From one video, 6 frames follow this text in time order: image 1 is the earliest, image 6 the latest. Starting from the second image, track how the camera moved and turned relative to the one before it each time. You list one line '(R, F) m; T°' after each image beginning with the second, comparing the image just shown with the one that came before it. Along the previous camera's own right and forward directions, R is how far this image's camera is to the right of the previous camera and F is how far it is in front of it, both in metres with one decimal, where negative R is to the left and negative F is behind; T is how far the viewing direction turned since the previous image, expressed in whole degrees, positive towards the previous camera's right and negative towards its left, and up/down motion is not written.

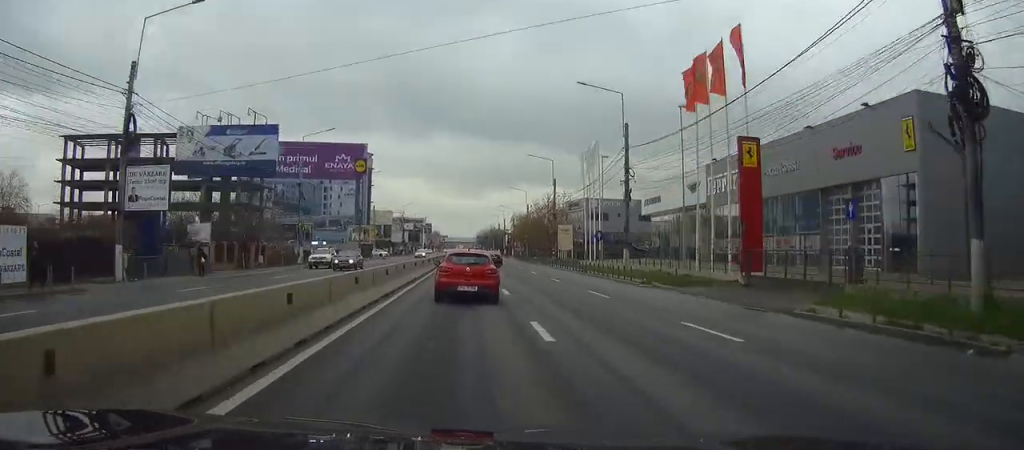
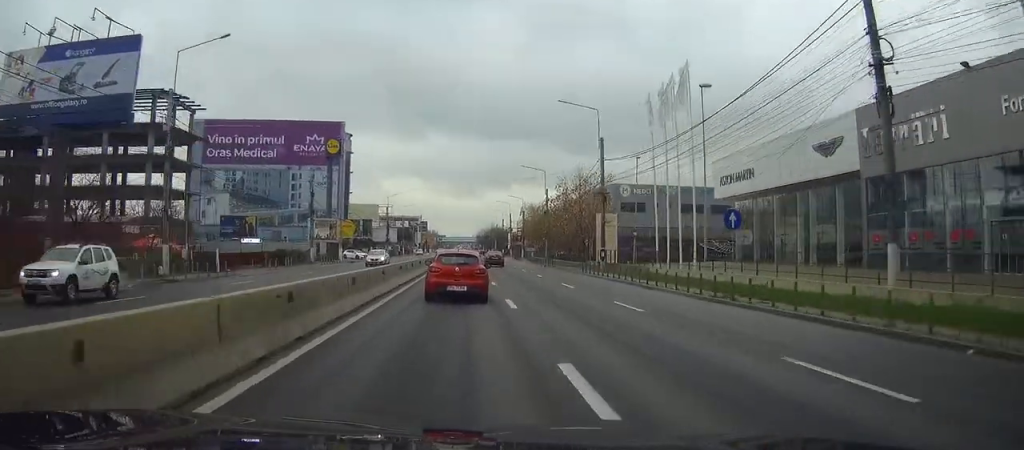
(+0.1, +29.6) m; 0°
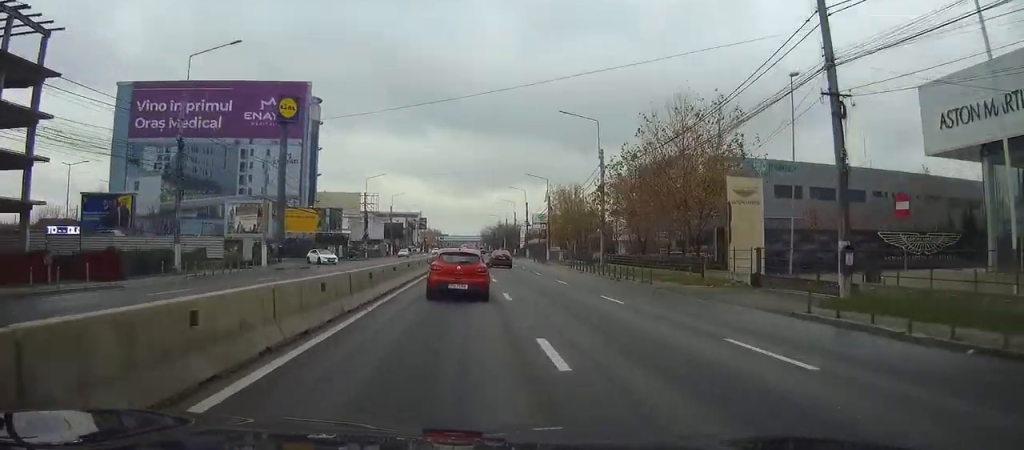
(-0.1, +33.8) m; 0°
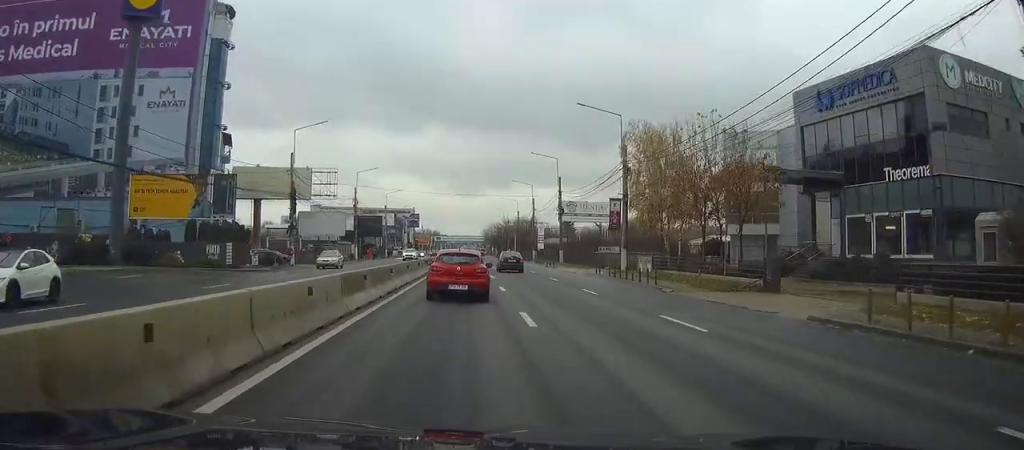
(0.0, +43.7) m; 0°
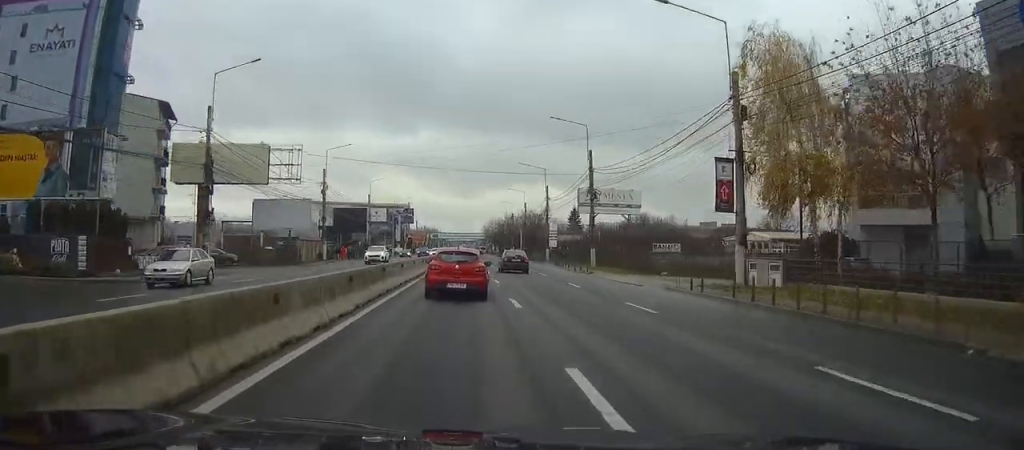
(0.0, +20.2) m; 0°
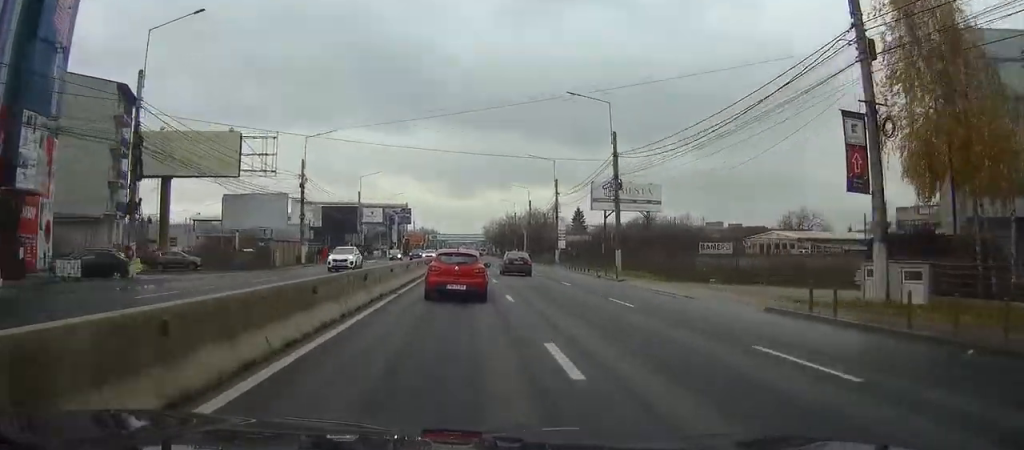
(0.0, +9.7) m; 0°
